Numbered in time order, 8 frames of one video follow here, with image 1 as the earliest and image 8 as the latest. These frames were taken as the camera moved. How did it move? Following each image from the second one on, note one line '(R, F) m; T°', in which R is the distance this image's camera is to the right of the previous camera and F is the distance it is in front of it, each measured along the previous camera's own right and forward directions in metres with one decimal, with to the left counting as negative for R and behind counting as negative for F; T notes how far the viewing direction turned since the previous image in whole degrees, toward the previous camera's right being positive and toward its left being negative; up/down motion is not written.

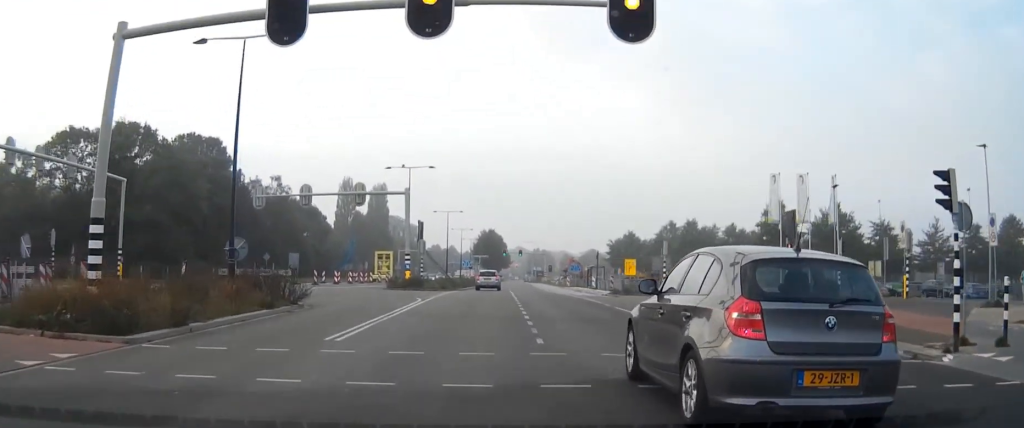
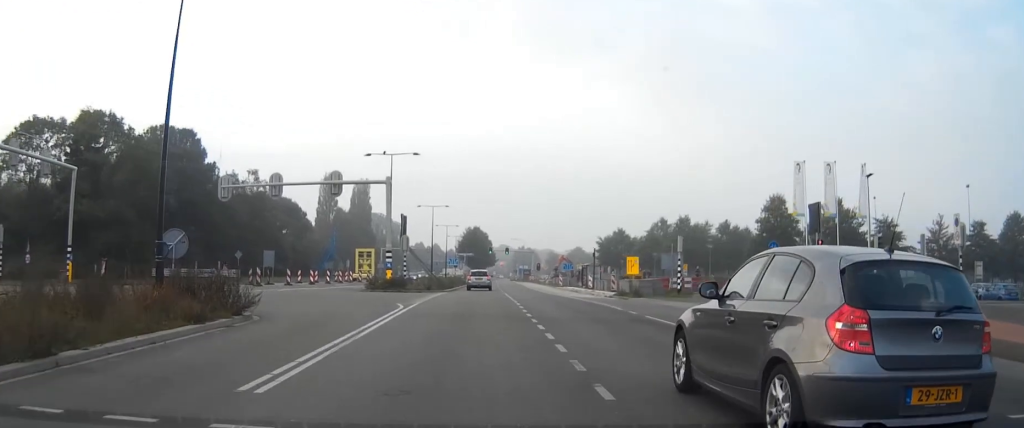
(0.0, +5.6) m; +1°
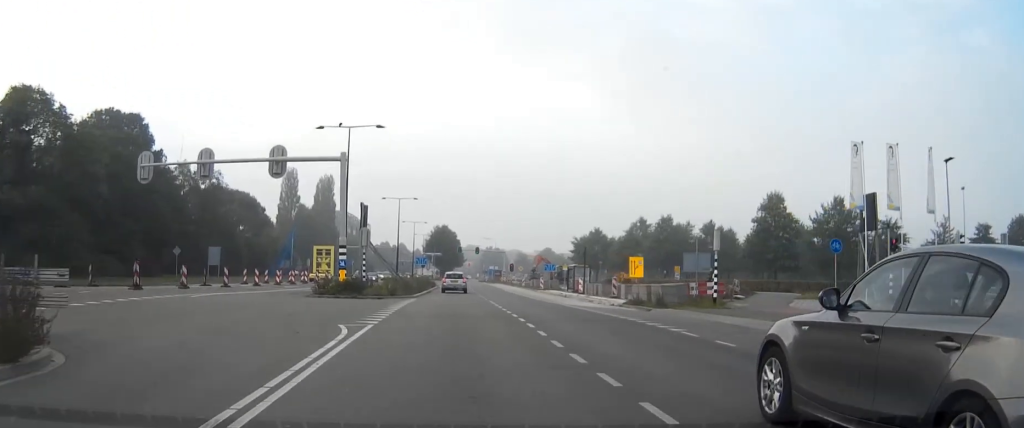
(0.0, +9.4) m; +2°
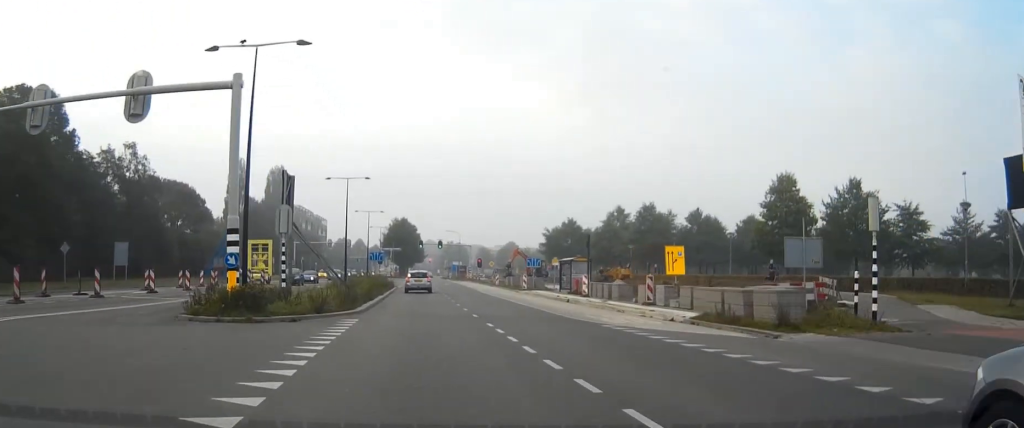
(+0.4, +14.1) m; +3°
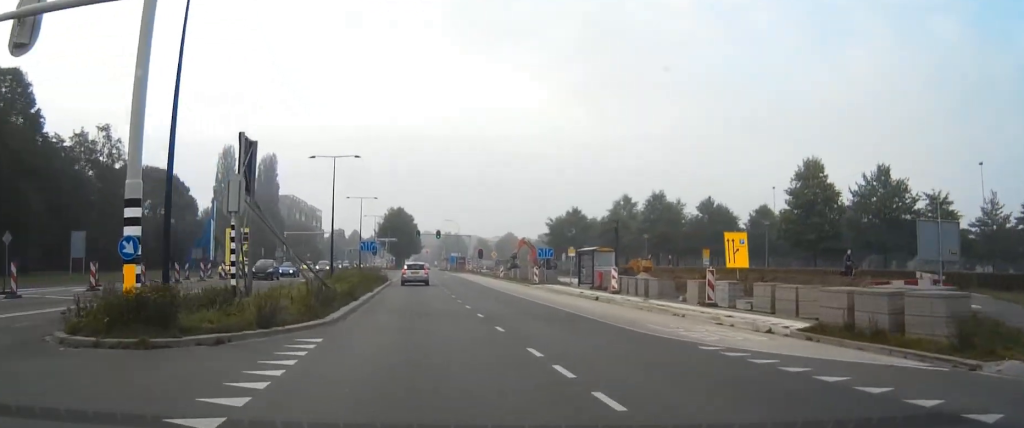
(+0.2, +6.7) m; +1°
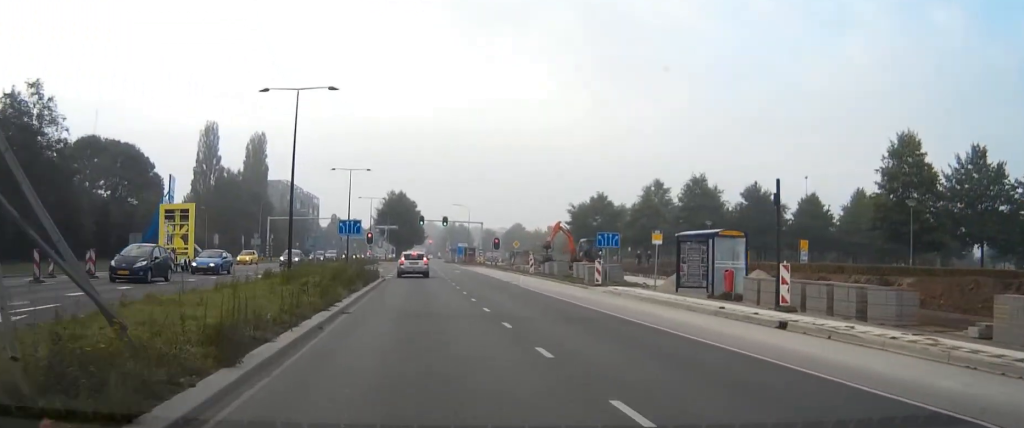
(+0.3, +16.2) m; +1°
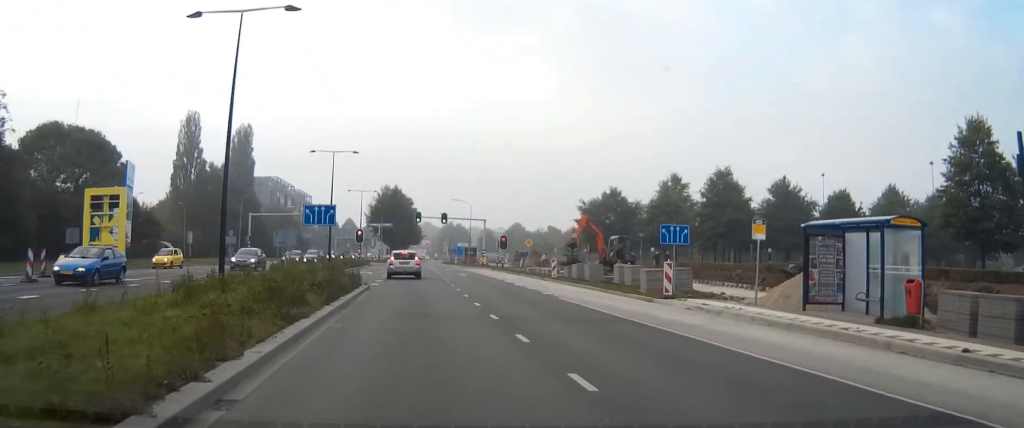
(0.0, +9.9) m; 0°
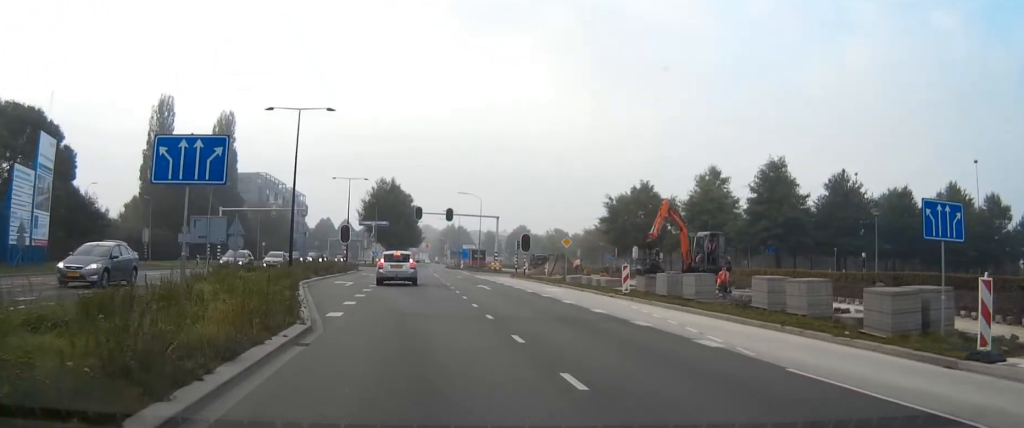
(0.0, +14.4) m; 0°
